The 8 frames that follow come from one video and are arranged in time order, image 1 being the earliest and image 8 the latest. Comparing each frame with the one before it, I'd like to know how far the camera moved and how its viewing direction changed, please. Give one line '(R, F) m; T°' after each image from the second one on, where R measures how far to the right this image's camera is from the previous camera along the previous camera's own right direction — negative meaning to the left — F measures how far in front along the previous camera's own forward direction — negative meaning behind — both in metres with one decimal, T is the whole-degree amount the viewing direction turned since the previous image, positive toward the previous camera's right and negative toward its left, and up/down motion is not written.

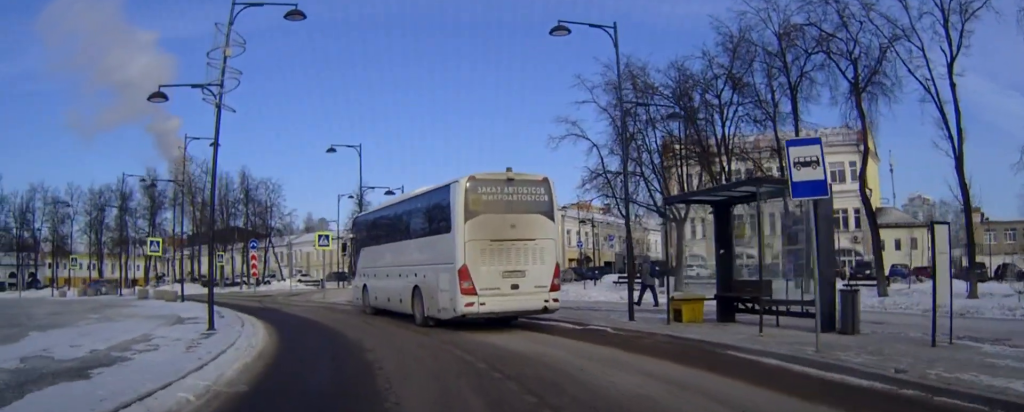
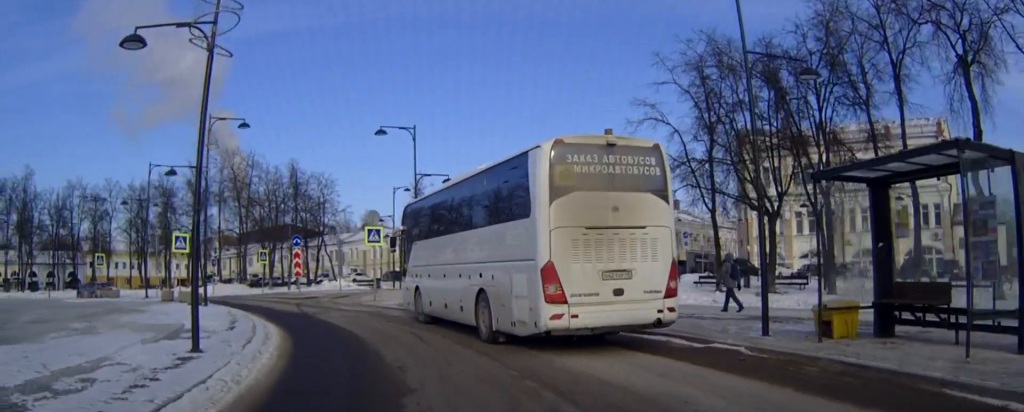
(-0.1, +4.6) m; -5°
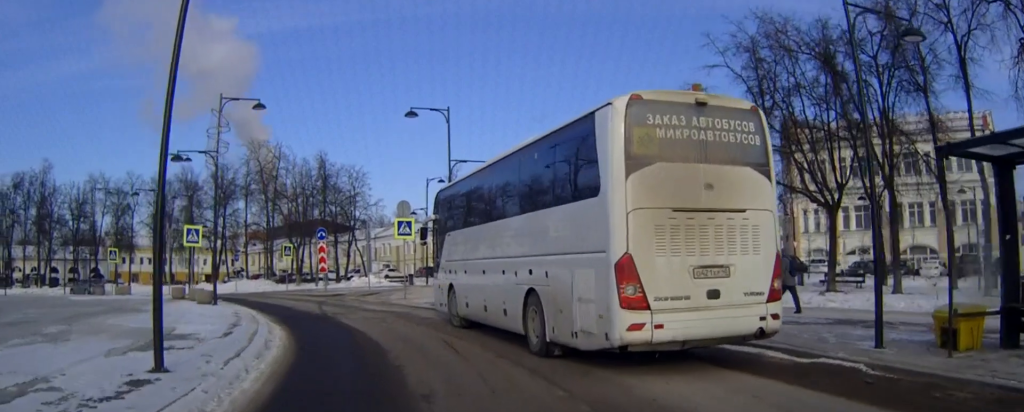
(-0.2, +2.9) m; -2°
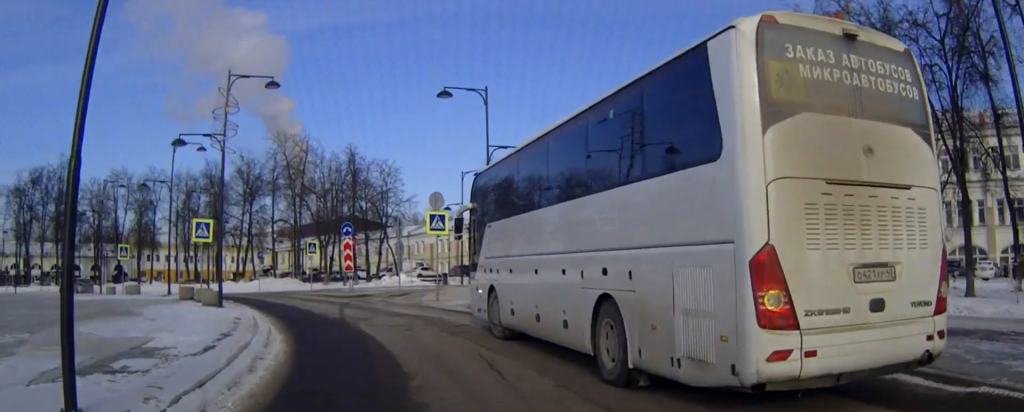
(0.0, +3.2) m; -3°
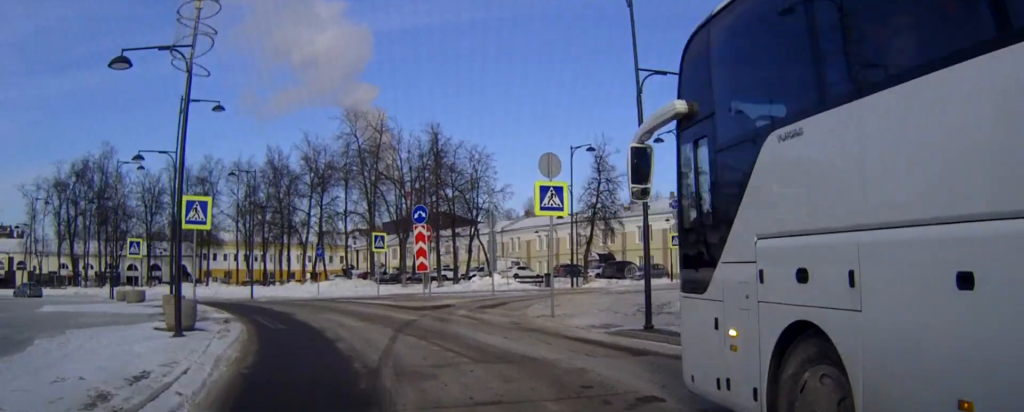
(-0.7, +10.3) m; -7°
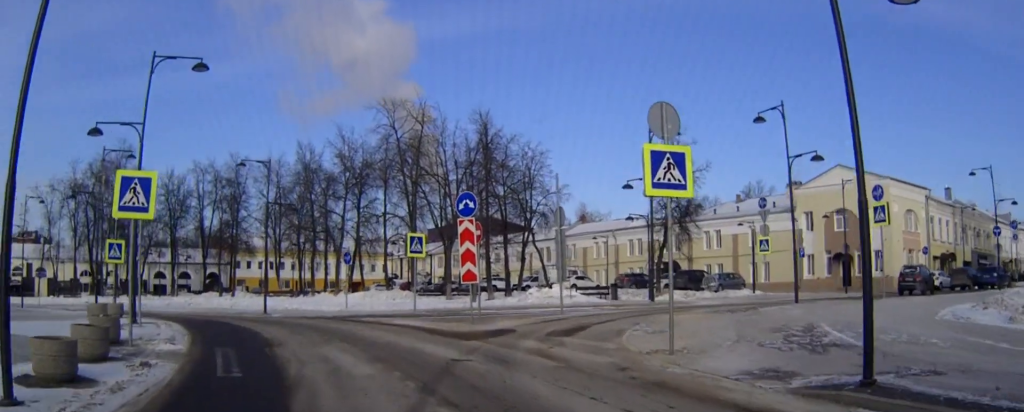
(-0.2, +7.2) m; -3°
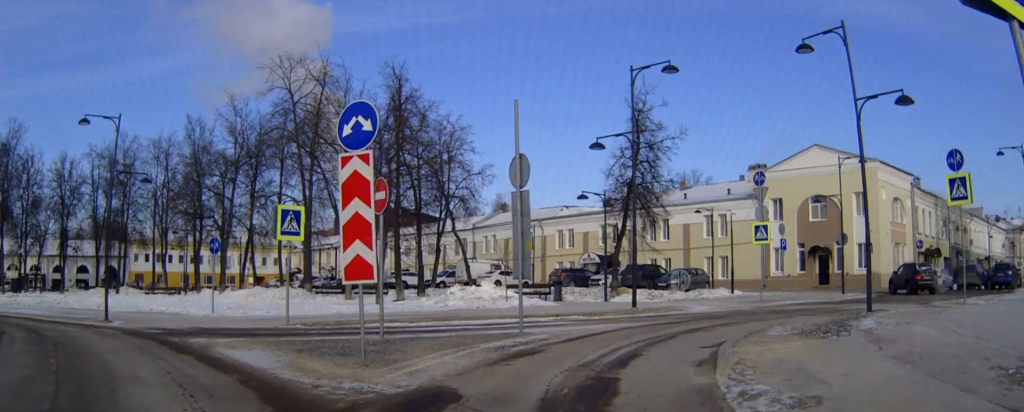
(0.0, +10.5) m; +4°
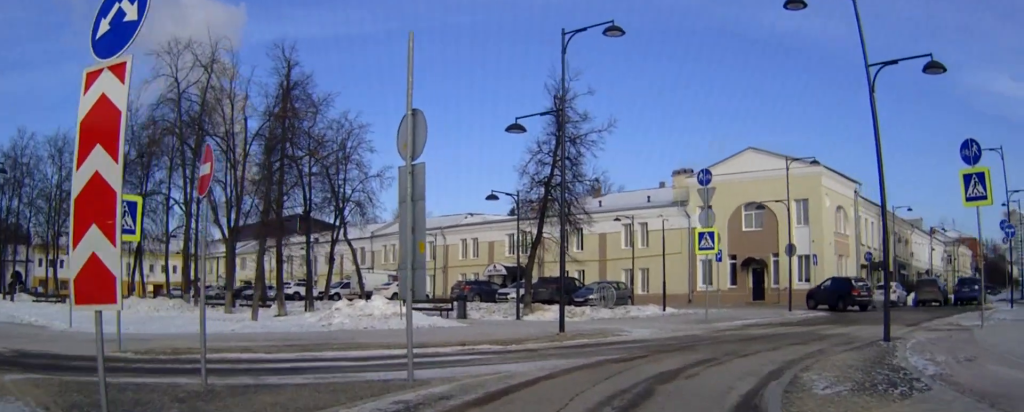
(+0.3, +5.2) m; +8°
